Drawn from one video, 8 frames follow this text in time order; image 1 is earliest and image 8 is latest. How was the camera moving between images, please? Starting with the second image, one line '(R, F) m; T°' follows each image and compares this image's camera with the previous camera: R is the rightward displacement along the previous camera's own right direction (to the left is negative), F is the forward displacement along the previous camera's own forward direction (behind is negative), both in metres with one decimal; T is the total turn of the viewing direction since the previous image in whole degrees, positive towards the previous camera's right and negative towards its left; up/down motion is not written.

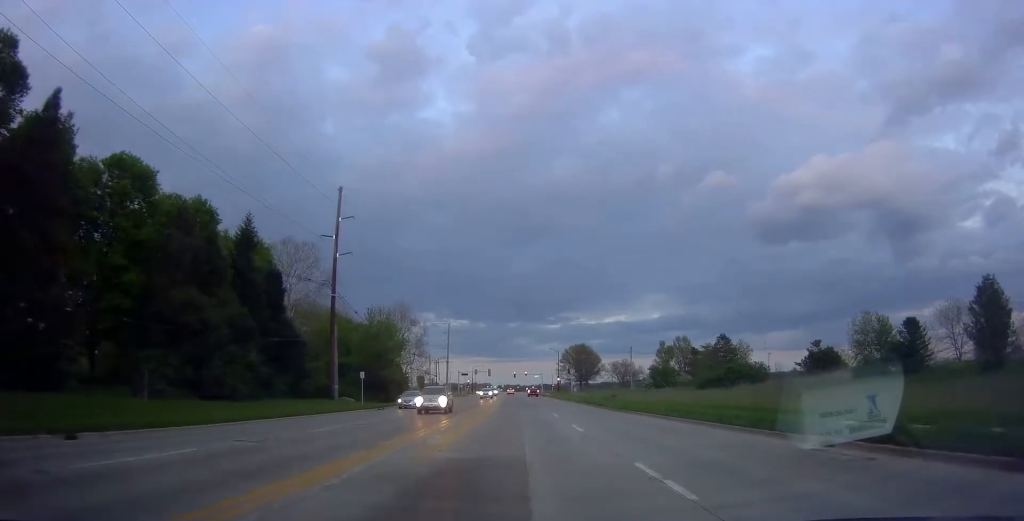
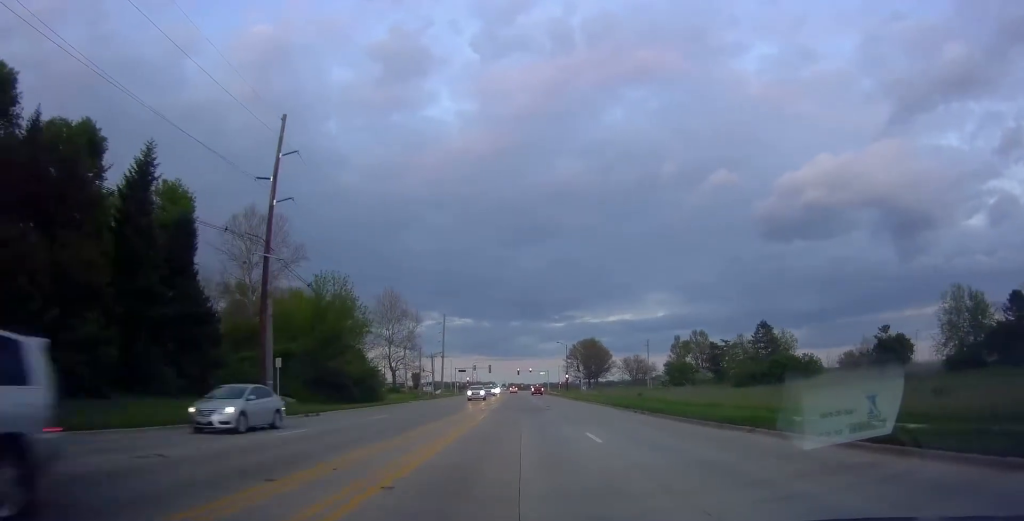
(-0.4, +16.7) m; -2°
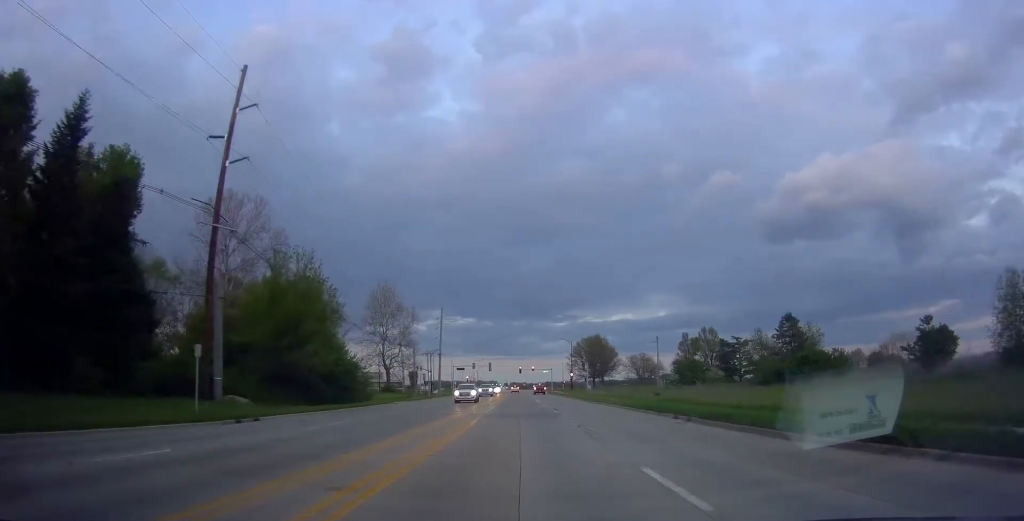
(0.0, +7.9) m; 0°
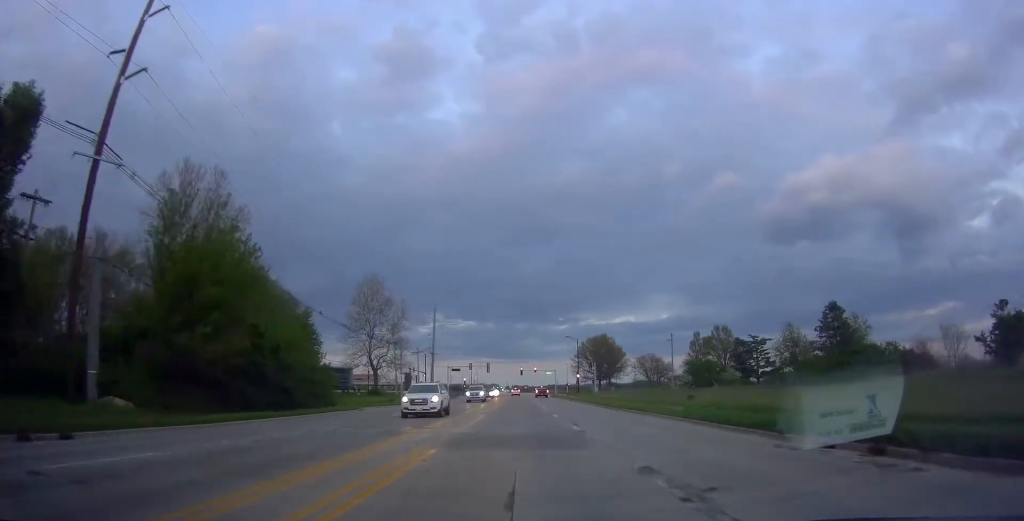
(0.0, +13.1) m; 0°
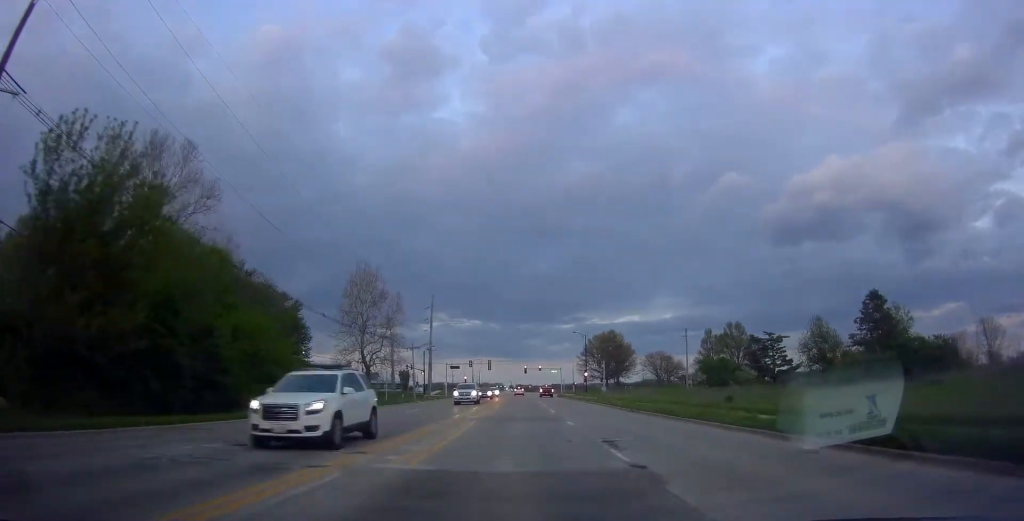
(0.0, +8.5) m; 0°
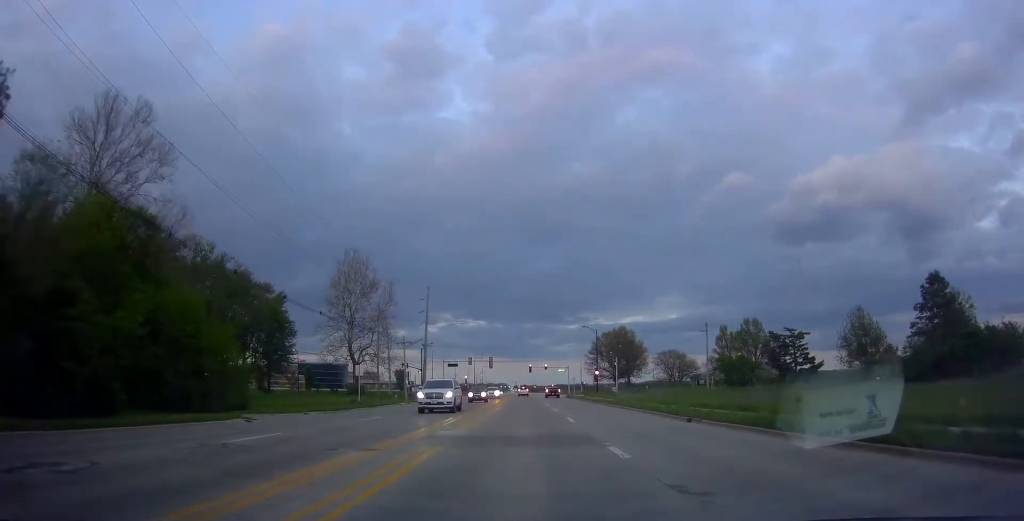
(0.0, +10.7) m; 0°
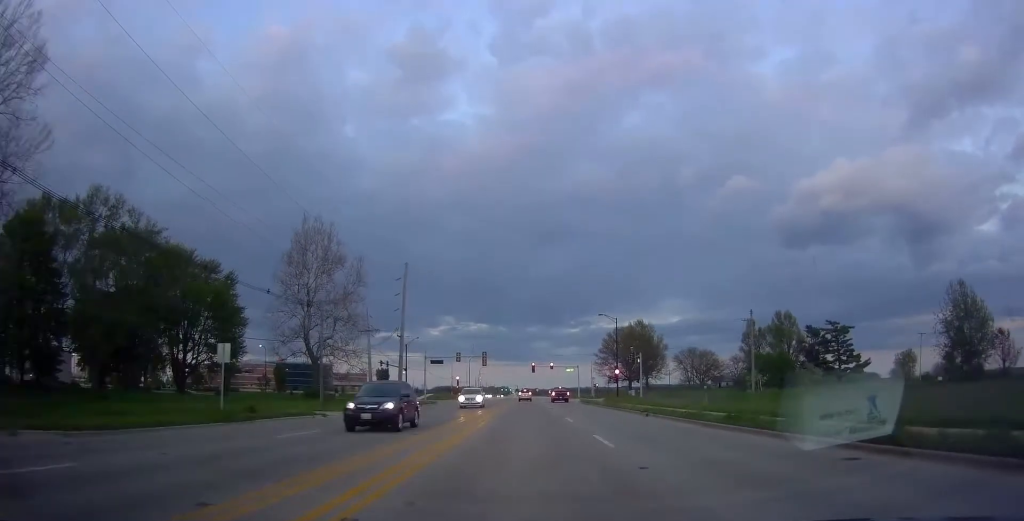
(-0.4, +21.2) m; -2°
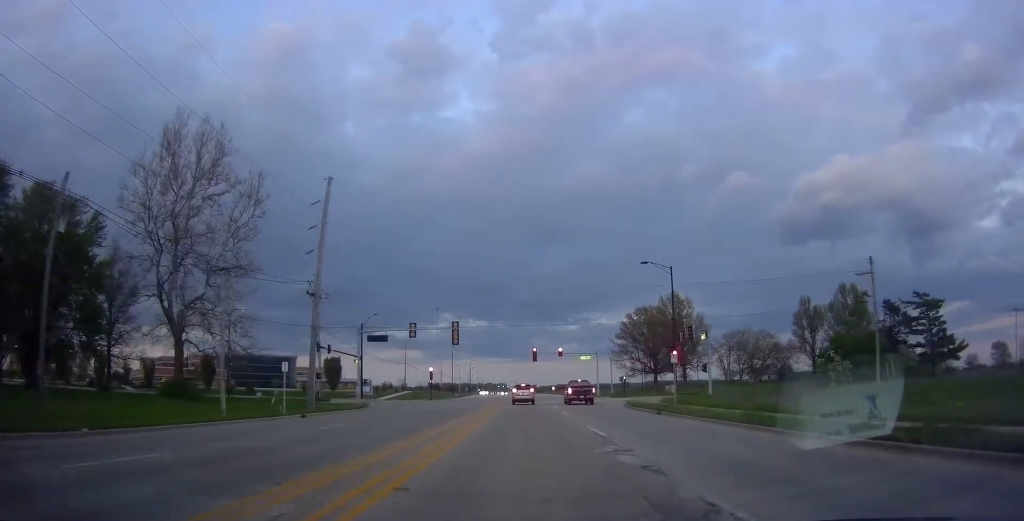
(+0.6, +34.6) m; -1°
